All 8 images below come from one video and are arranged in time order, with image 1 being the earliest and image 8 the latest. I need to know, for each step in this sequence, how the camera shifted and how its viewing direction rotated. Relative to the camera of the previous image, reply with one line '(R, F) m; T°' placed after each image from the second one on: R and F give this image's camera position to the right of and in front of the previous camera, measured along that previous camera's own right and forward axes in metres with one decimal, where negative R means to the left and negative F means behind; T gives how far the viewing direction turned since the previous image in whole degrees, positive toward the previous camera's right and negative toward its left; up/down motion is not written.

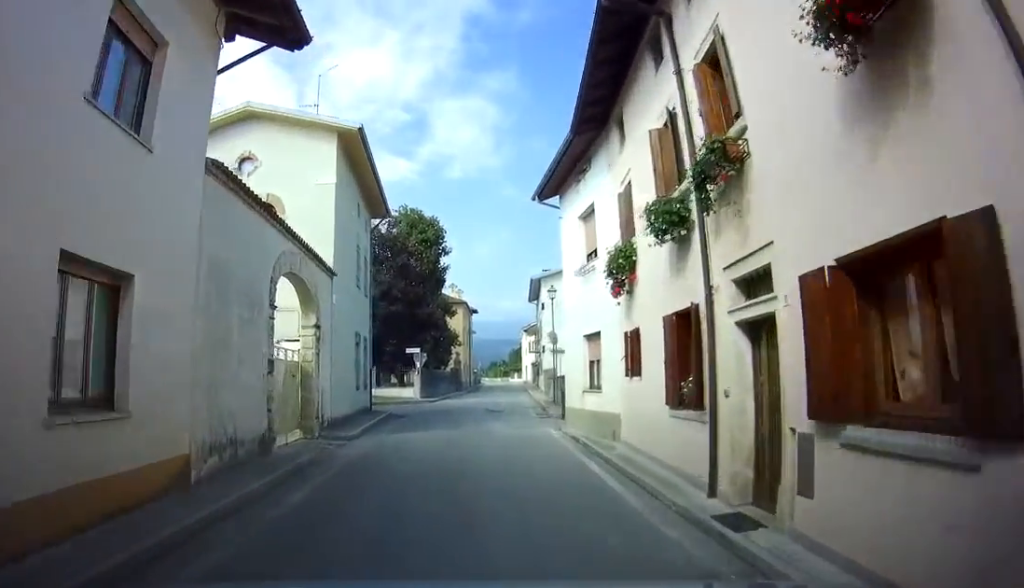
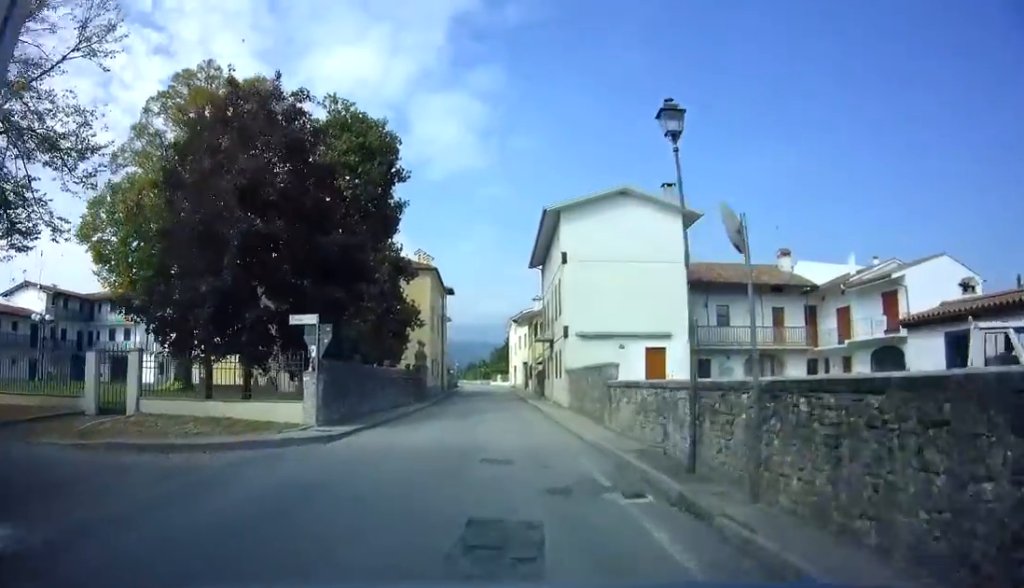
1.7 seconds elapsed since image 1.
(+0.6, +20.0) m; +6°
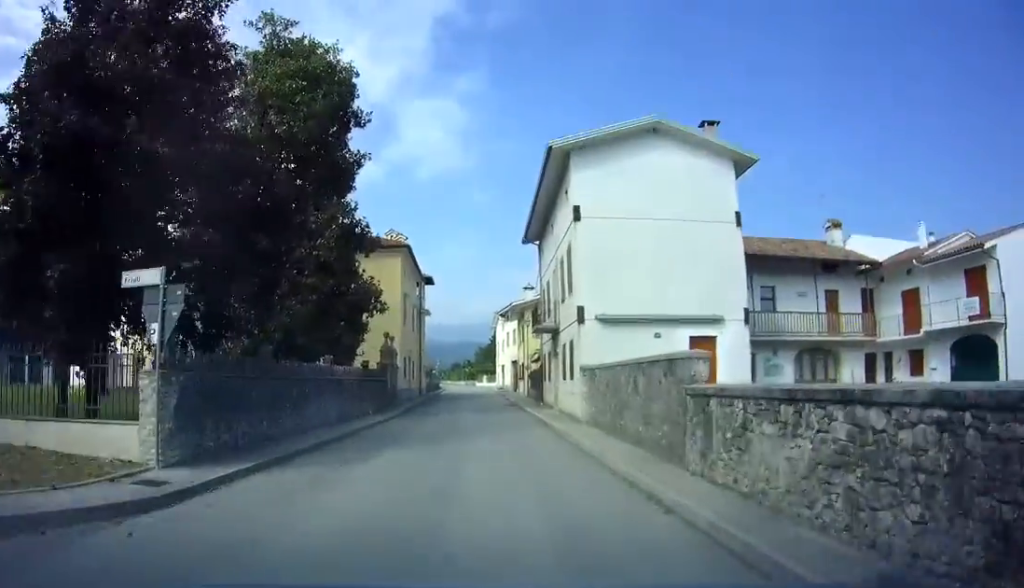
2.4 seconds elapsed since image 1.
(+0.2, +8.2) m; +1°
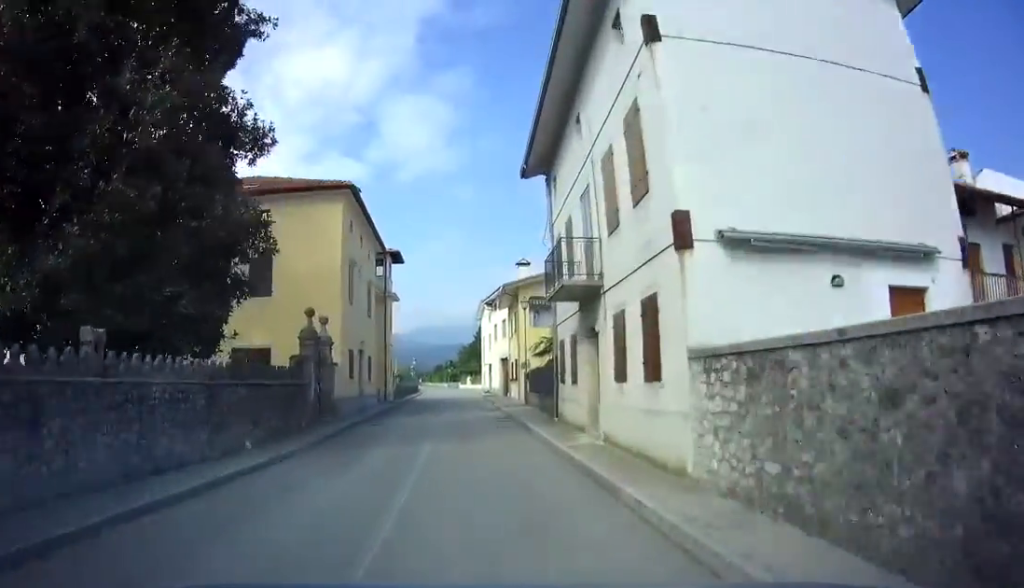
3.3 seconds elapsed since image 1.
(0.0, +11.2) m; 0°
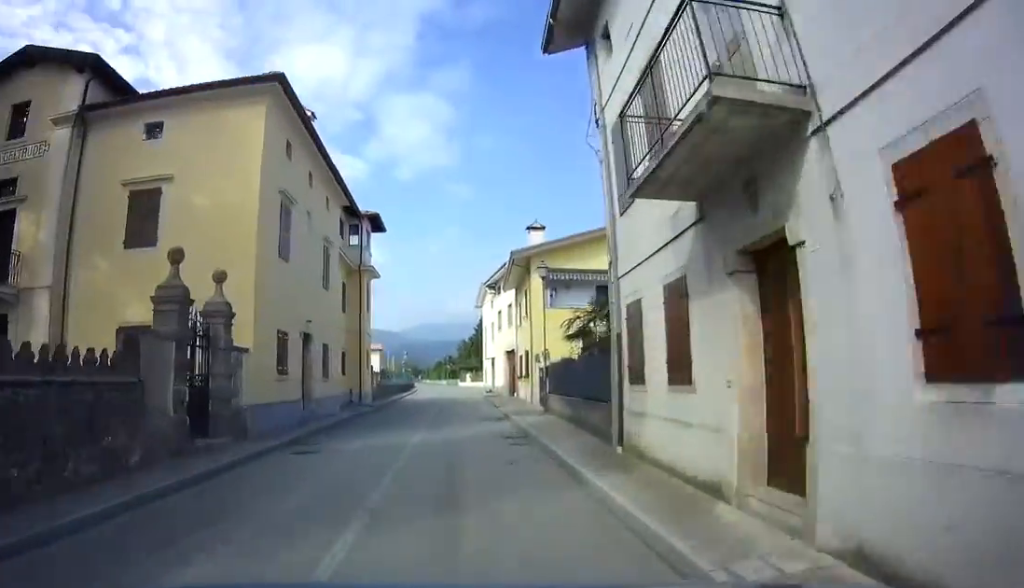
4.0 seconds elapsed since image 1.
(0.0, +8.8) m; -1°
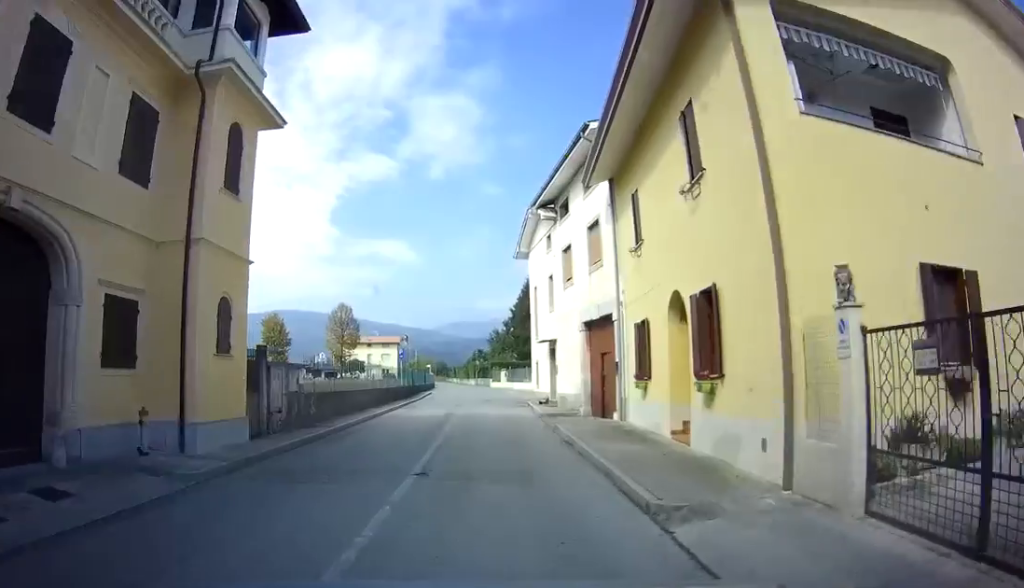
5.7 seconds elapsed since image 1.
(-0.4, +22.2) m; -2°
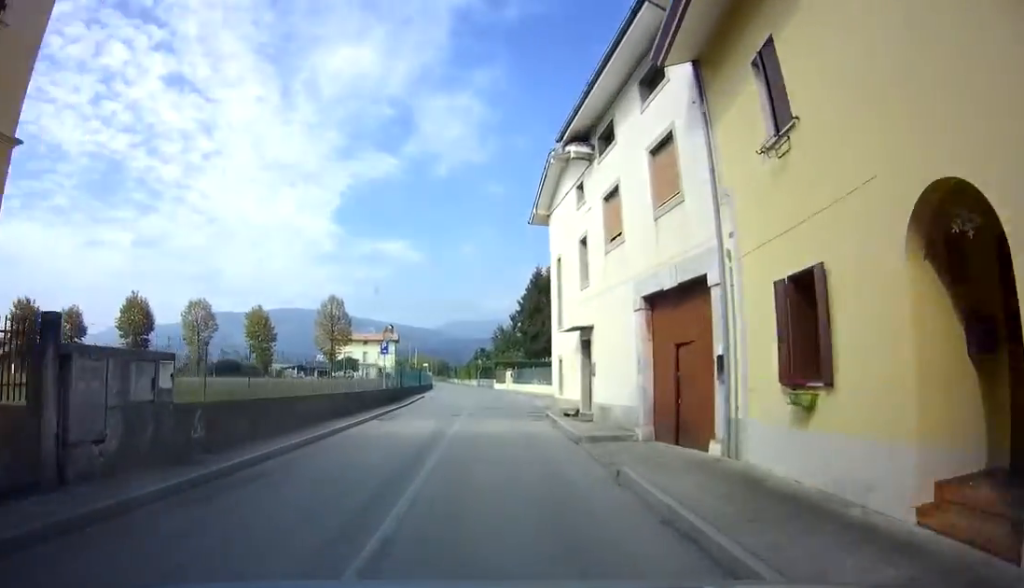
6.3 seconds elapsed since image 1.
(-0.1, +7.9) m; 0°
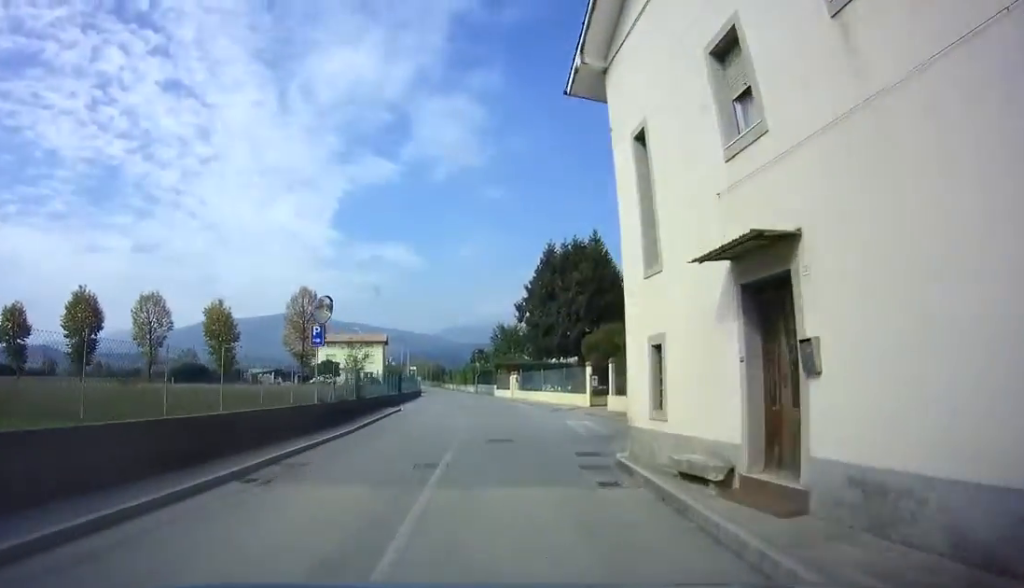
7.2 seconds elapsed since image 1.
(+0.1, +11.9) m; +1°
